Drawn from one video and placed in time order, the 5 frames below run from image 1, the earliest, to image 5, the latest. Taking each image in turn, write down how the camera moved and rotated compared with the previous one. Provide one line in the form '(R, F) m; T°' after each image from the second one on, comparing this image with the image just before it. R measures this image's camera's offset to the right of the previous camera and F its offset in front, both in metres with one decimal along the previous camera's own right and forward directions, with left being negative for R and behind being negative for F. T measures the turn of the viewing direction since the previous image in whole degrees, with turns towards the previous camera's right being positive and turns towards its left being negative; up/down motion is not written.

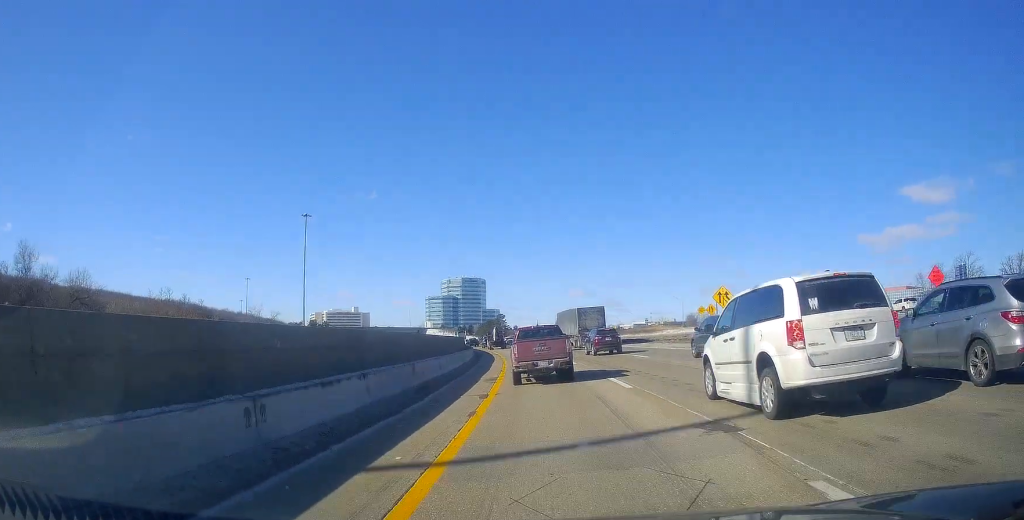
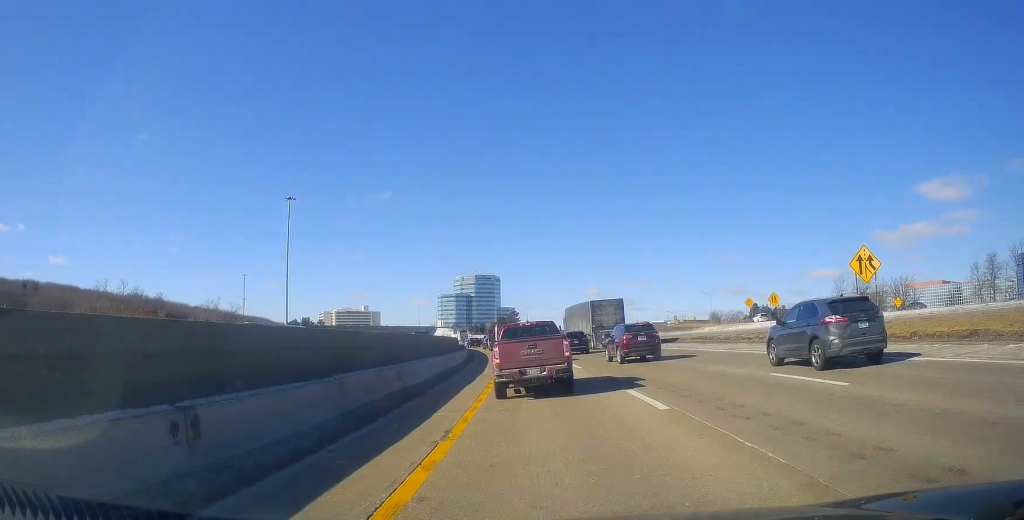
(-0.3, +18.3) m; -2°
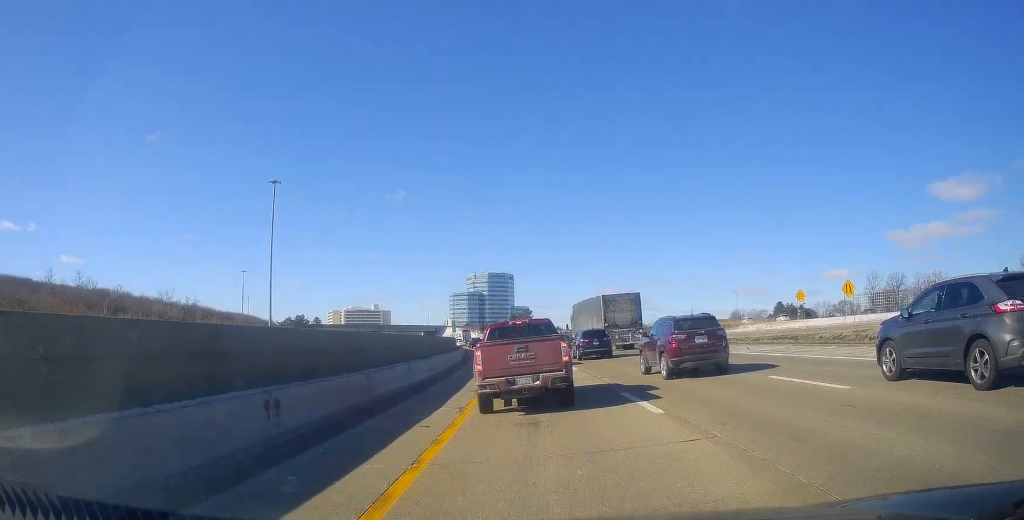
(-0.4, +14.5) m; -2°
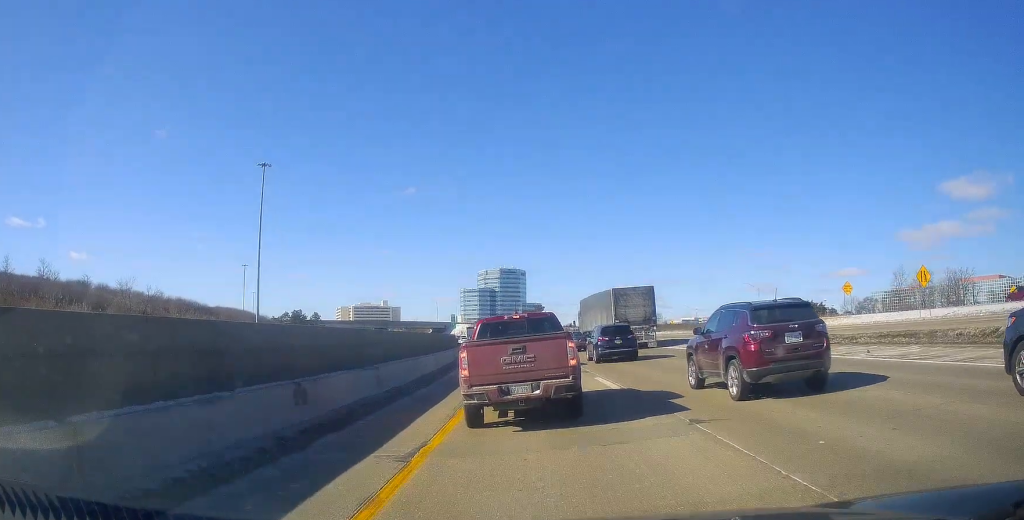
(+0.1, +9.5) m; -1°
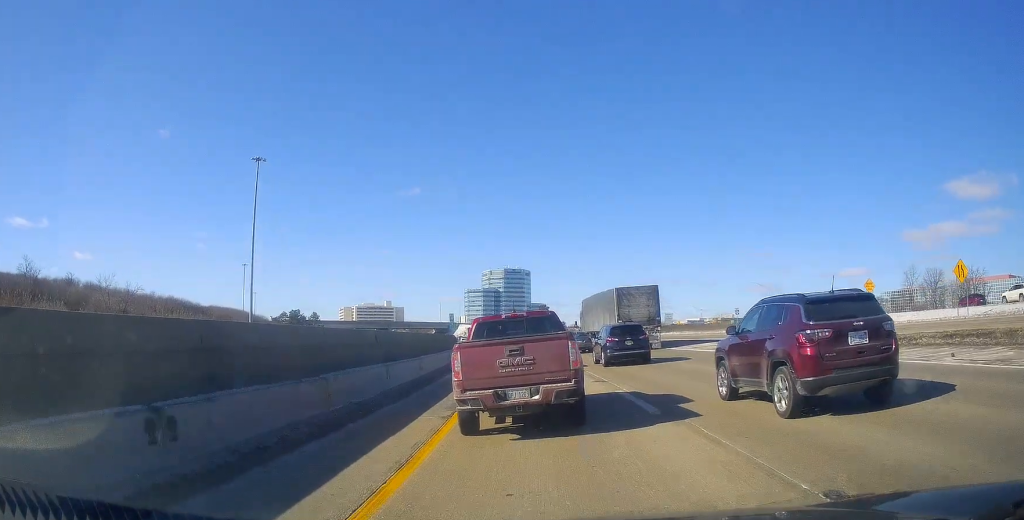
(-0.1, +3.9) m; -1°
